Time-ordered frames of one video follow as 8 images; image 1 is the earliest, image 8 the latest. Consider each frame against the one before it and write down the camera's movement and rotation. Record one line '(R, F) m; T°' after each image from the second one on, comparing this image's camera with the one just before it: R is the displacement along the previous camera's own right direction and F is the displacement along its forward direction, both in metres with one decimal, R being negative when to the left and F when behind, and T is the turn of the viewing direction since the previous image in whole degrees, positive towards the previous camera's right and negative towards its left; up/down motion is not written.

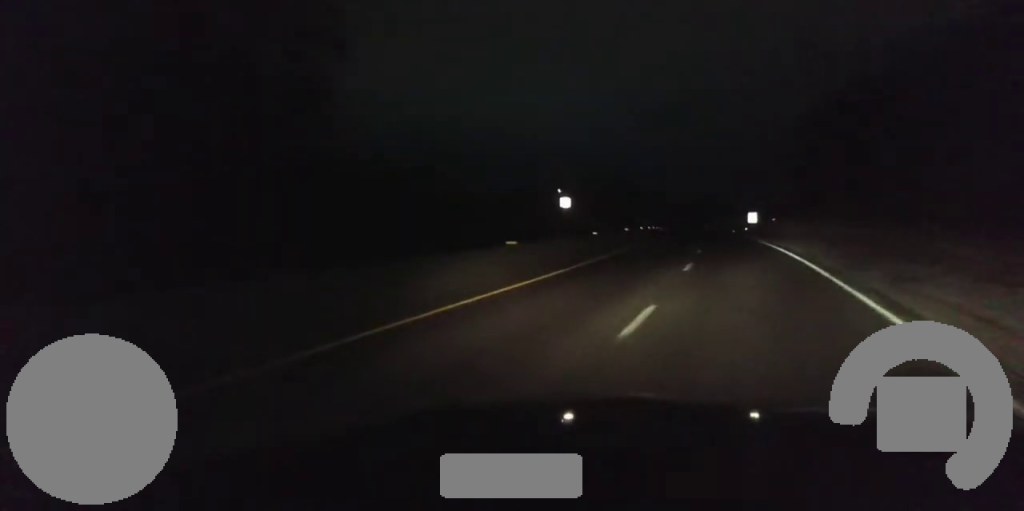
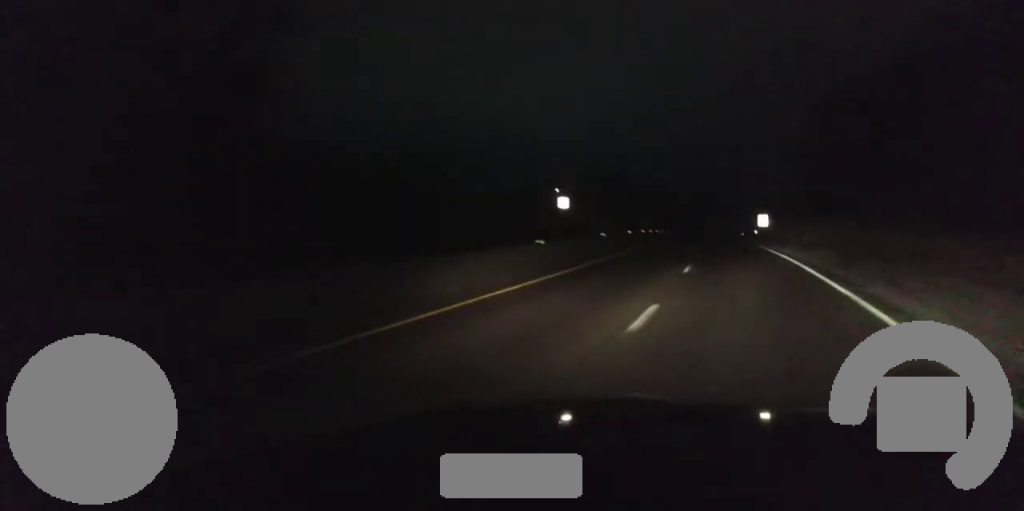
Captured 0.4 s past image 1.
(-0.3, +11.7) m; -1°
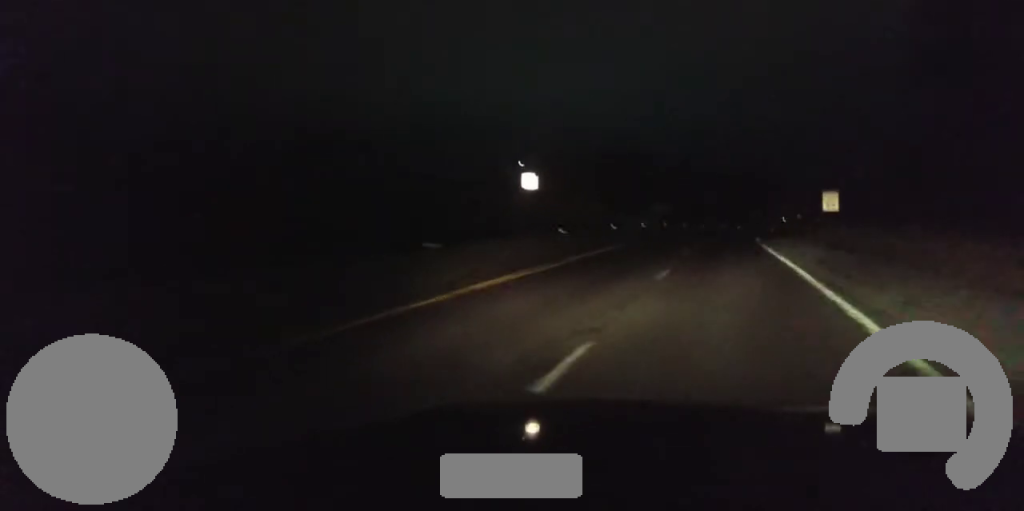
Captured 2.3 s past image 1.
(-1.2, +54.2) m; -2°
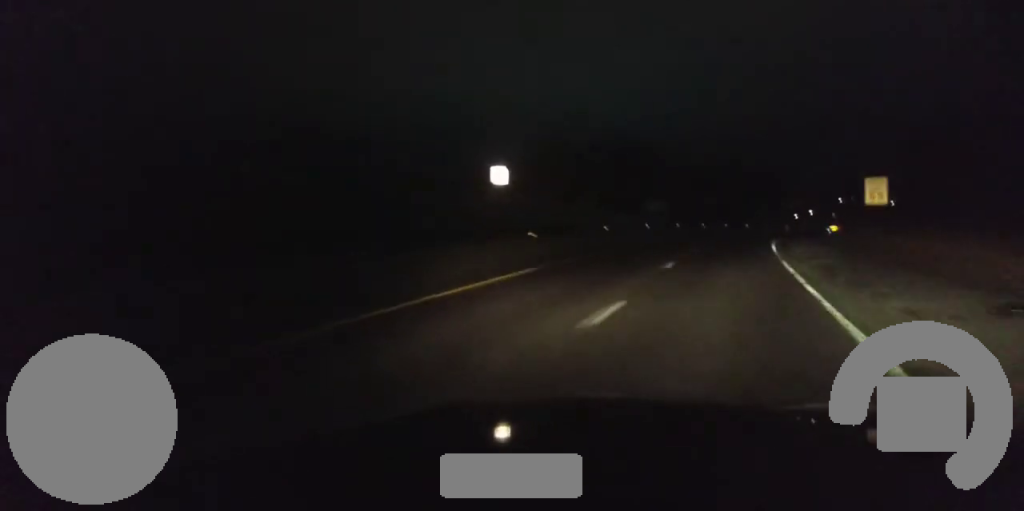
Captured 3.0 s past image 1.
(0.0, +20.2) m; -1°
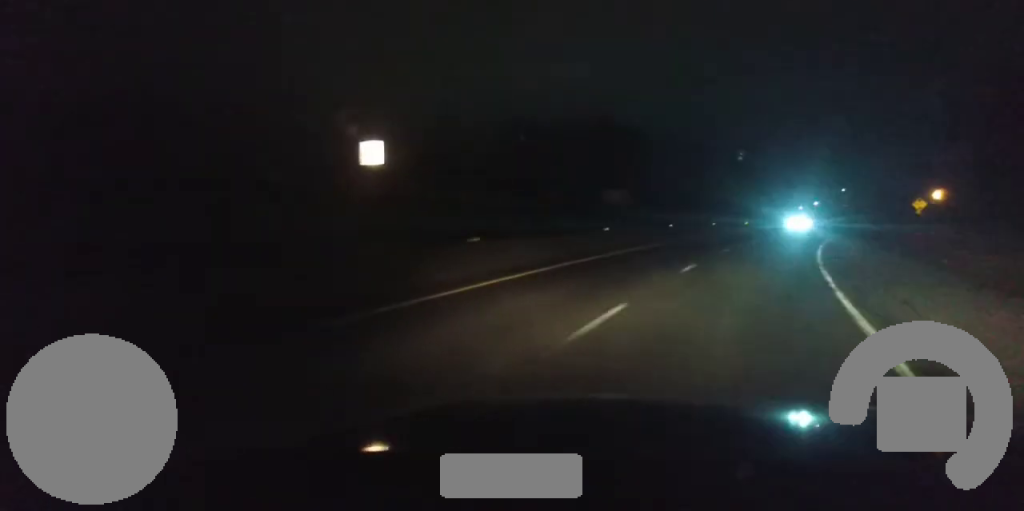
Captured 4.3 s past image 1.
(-0.4, +38.3) m; +1°
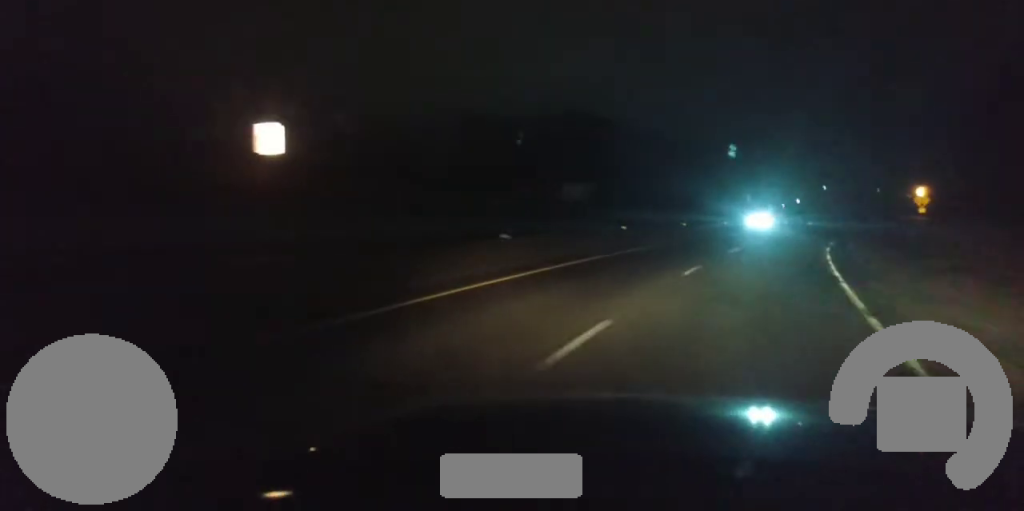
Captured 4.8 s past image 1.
(-0.2, +13.4) m; +1°
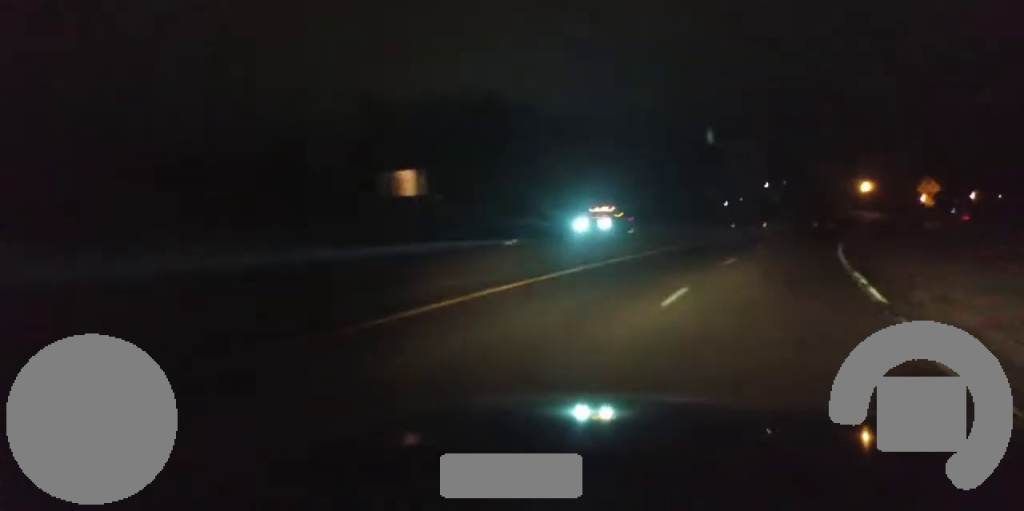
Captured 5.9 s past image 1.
(+1.2, +31.7) m; +4°
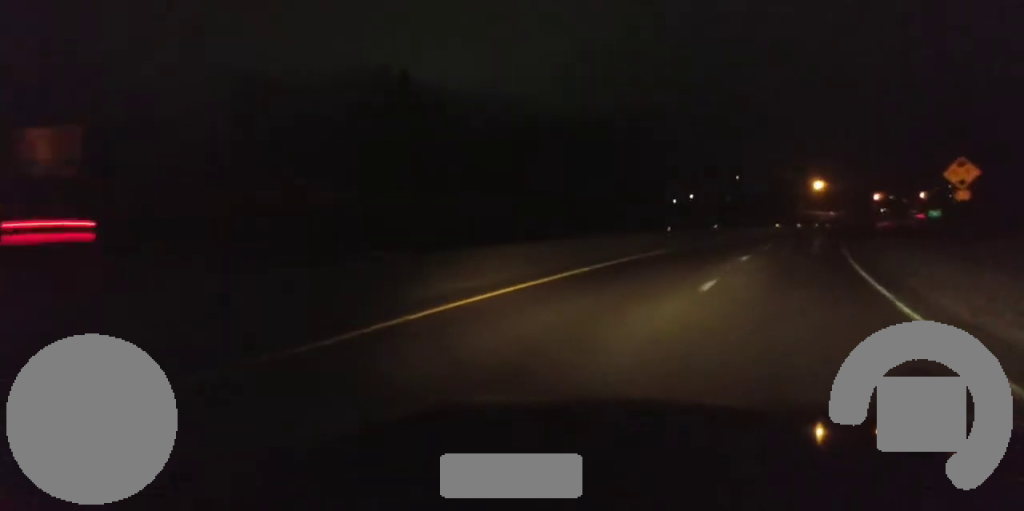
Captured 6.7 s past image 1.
(+0.6, +23.3) m; +2°
